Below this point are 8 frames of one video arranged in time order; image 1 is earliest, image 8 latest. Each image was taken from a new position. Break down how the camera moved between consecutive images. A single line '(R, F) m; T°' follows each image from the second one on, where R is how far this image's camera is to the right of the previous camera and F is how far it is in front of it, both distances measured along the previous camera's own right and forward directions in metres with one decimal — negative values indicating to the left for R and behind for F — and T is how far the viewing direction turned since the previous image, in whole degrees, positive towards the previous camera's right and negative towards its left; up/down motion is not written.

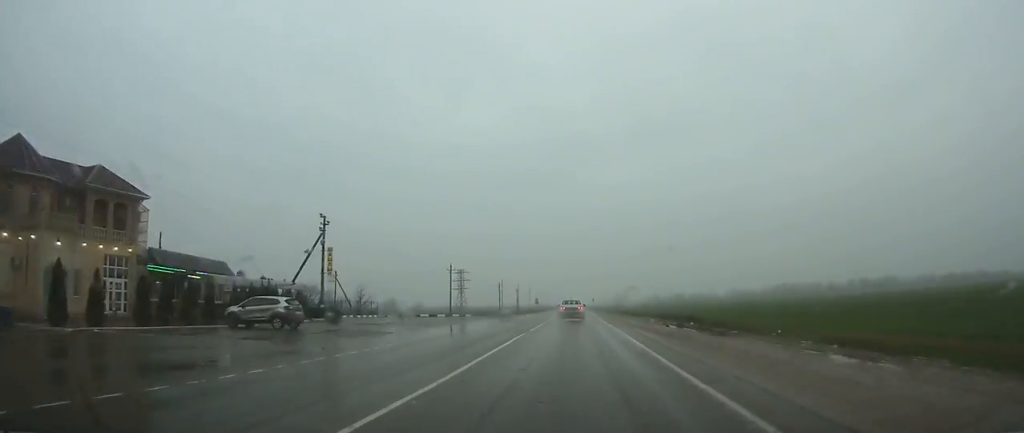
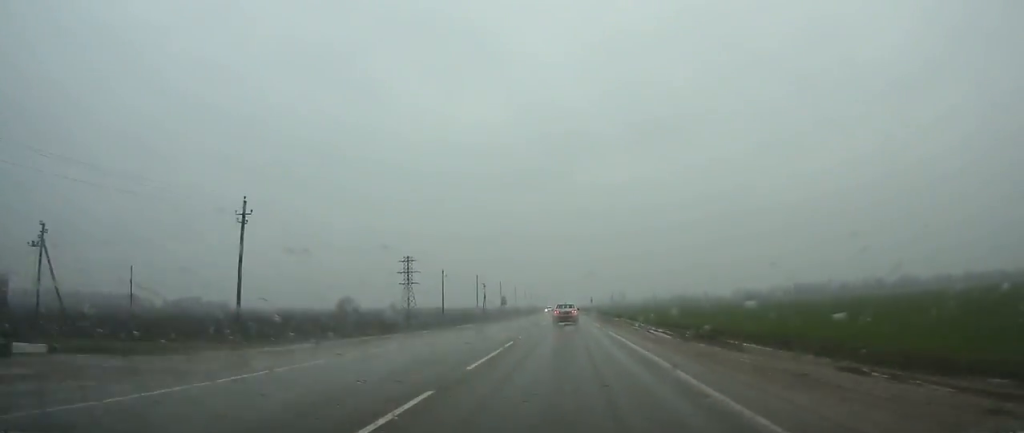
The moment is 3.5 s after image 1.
(+0.2, +62.3) m; +1°
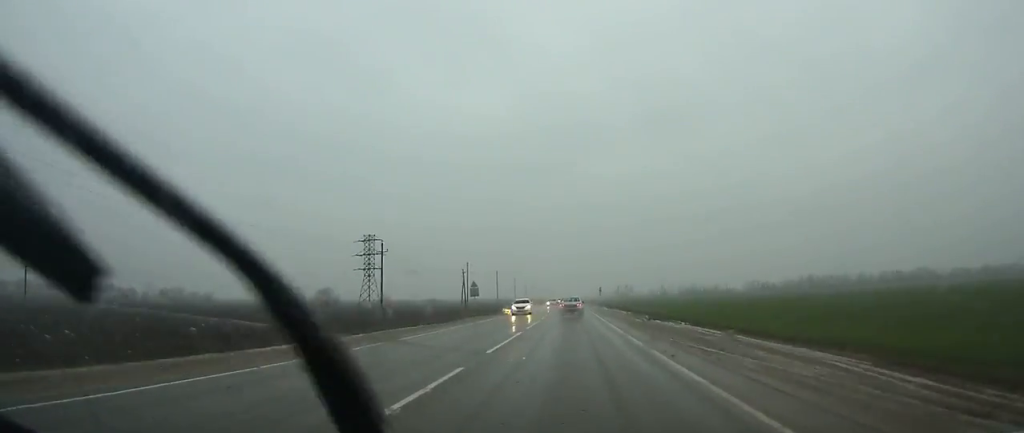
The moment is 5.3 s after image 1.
(+0.1, +33.8) m; 0°
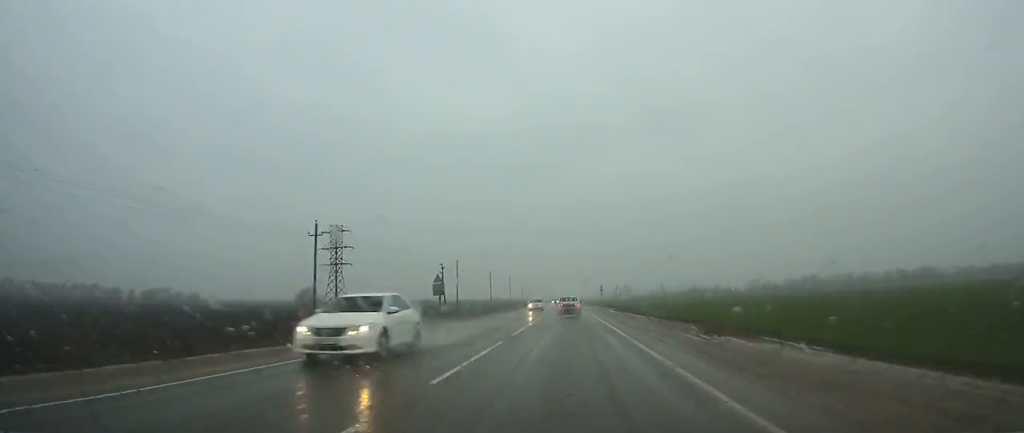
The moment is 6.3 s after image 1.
(0.0, +17.0) m; 0°
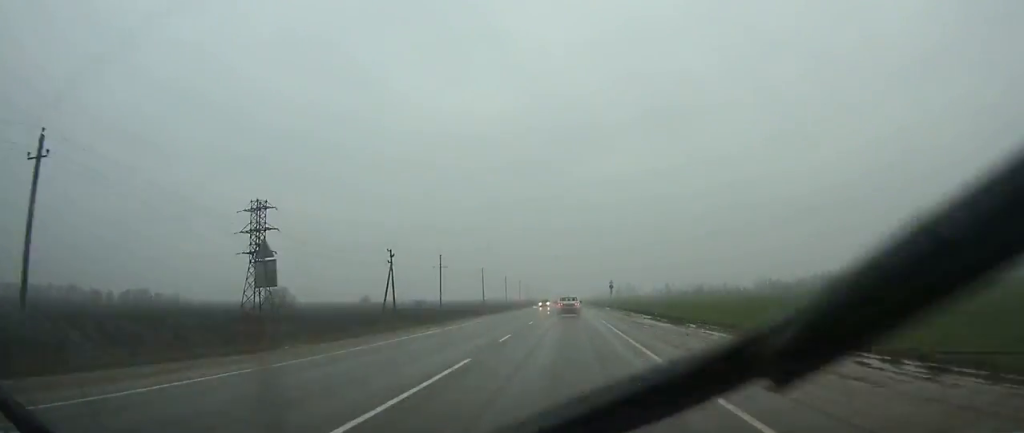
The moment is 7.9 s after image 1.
(0.0, +29.3) m; 0°
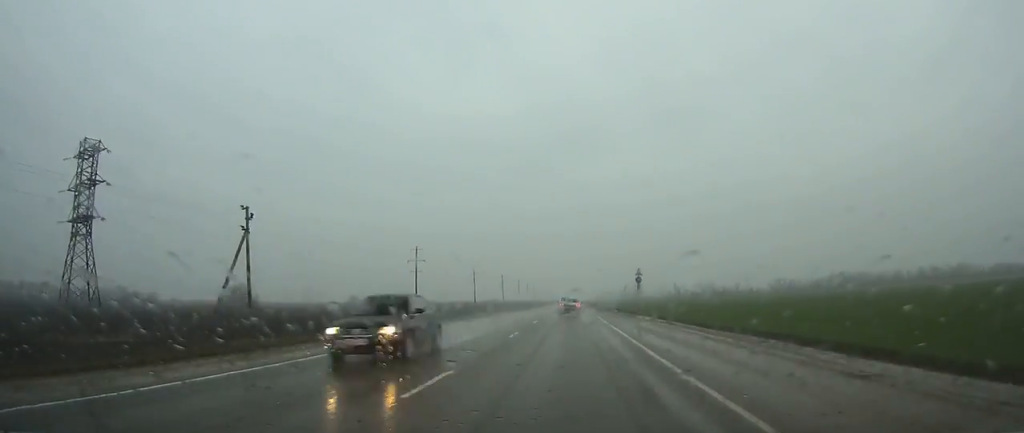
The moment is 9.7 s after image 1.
(-0.1, +34.4) m; 0°
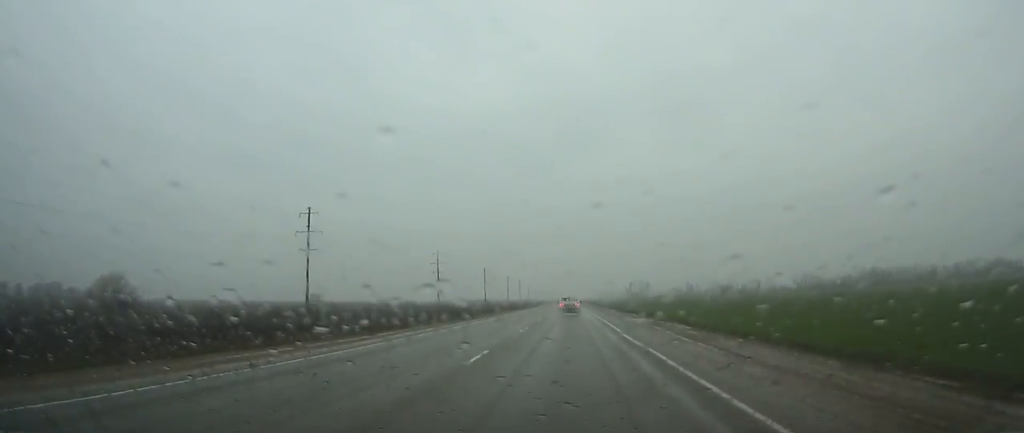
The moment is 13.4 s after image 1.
(0.0, +68.4) m; 0°
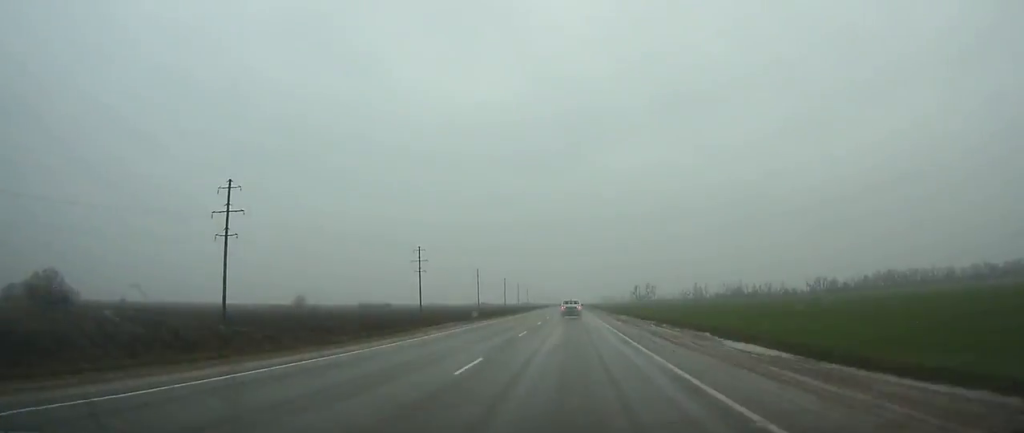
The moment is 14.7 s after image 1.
(0.0, +25.2) m; 0°
